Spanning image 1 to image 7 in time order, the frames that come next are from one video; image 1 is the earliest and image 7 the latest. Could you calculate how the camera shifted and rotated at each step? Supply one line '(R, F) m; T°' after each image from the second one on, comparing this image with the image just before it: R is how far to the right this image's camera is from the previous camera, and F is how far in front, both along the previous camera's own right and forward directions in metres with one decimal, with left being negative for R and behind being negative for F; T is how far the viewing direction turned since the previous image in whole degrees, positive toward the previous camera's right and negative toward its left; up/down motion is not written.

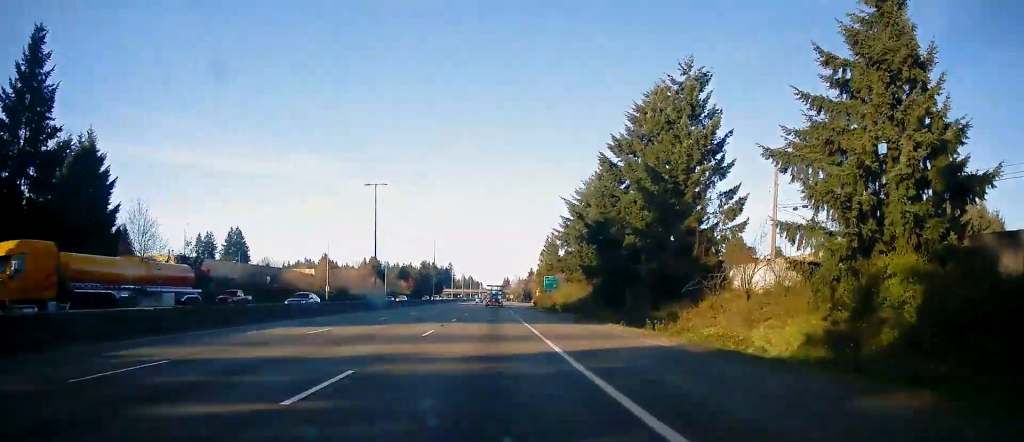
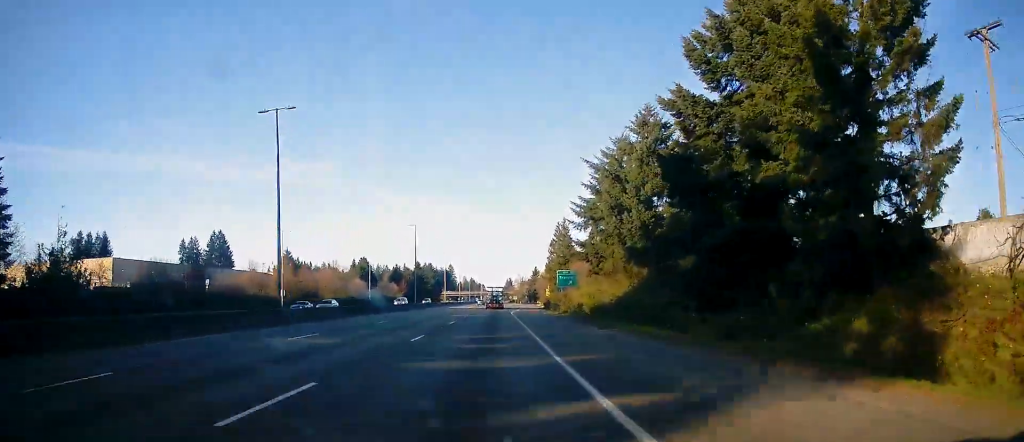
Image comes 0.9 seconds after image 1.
(-0.5, +25.7) m; 0°
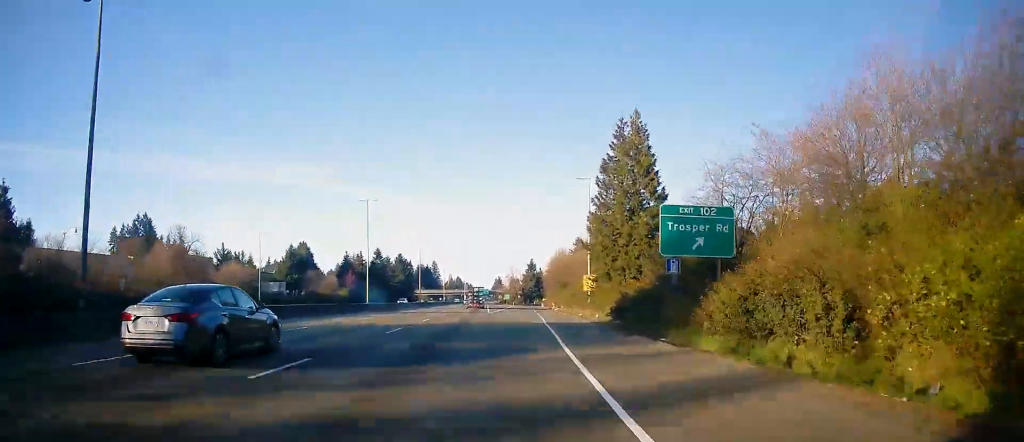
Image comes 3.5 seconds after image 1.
(+0.3, +70.4) m; +1°
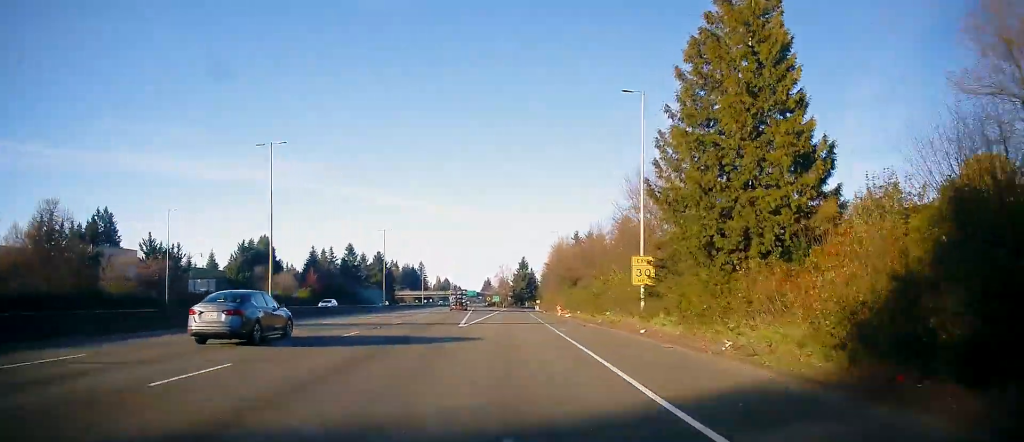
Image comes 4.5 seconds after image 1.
(+0.2, +25.7) m; +1°
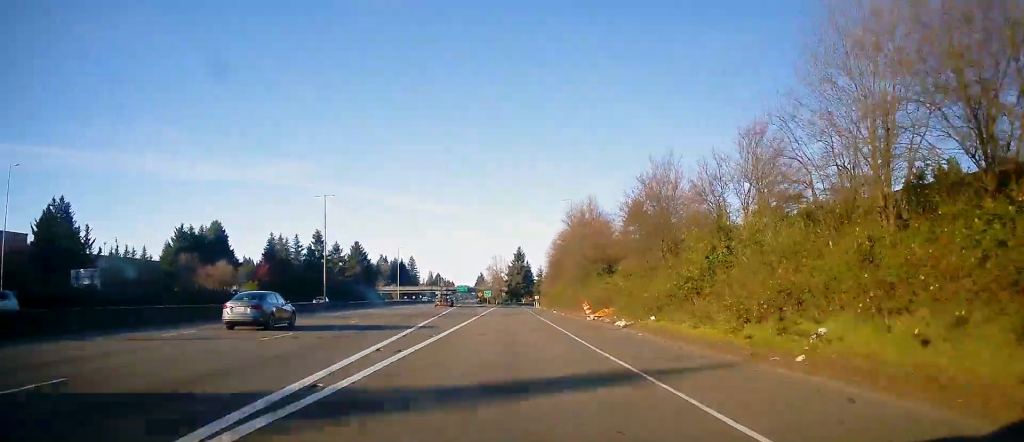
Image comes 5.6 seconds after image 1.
(+0.4, +27.7) m; +1°
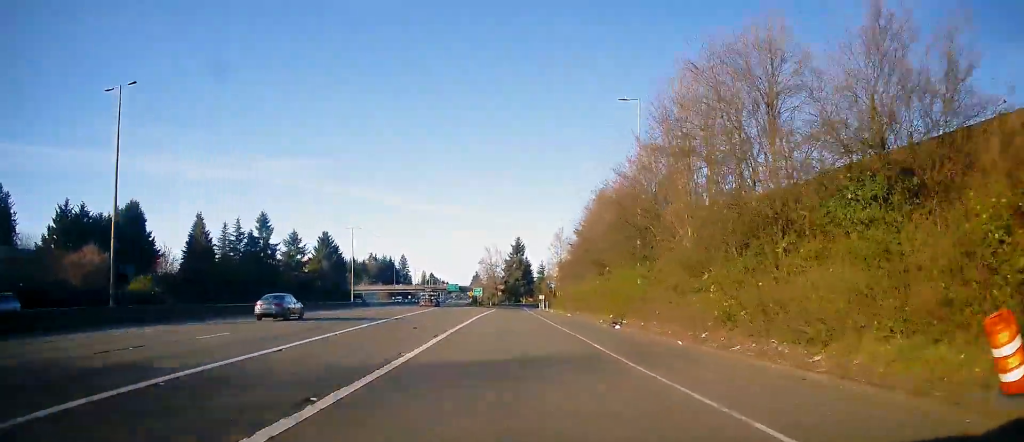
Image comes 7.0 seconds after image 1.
(+0.2, +36.8) m; 0°
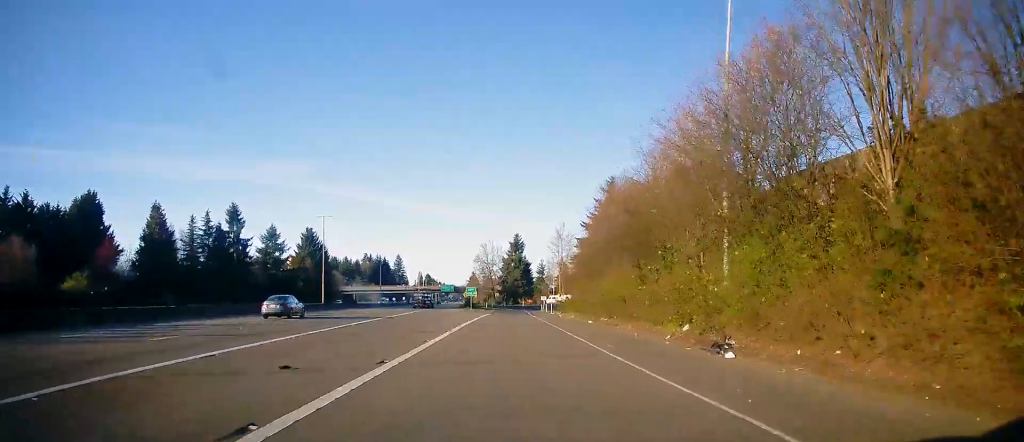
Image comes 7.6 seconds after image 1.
(0.0, +13.8) m; 0°
